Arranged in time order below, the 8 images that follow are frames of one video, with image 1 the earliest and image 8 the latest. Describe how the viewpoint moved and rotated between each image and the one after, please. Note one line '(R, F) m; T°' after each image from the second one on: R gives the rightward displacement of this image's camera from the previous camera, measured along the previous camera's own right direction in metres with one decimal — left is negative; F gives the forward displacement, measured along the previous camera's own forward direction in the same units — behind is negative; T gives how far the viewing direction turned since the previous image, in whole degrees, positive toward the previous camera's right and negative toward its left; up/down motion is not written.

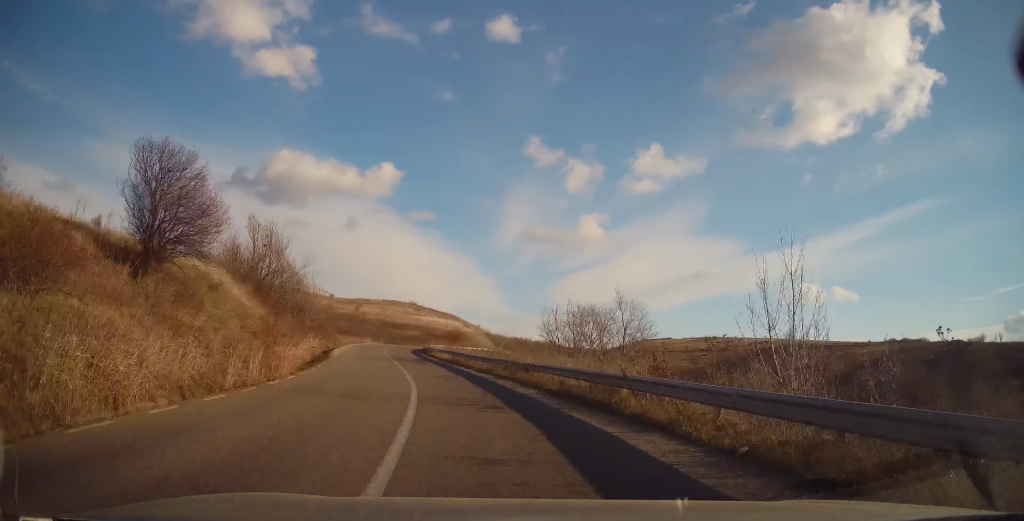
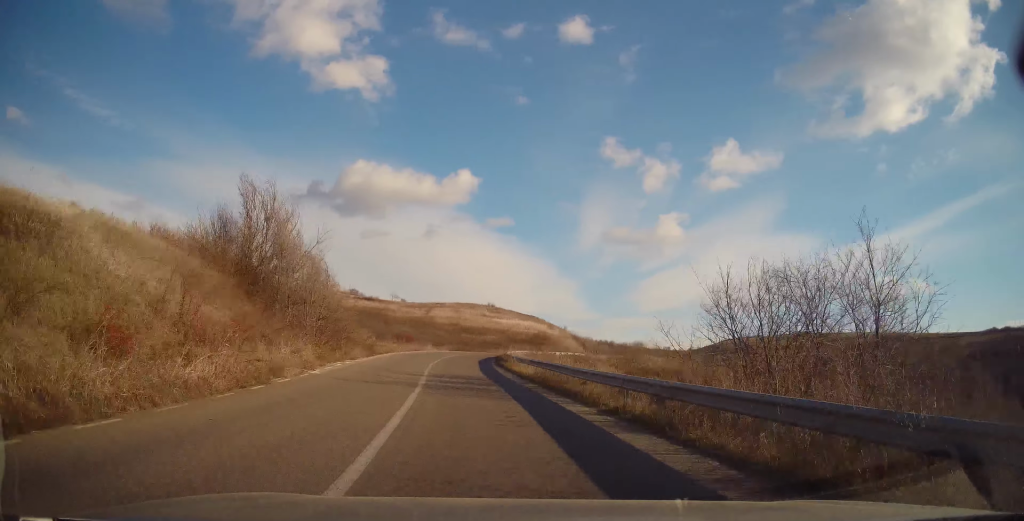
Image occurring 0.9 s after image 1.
(-1.2, +15.9) m; -6°
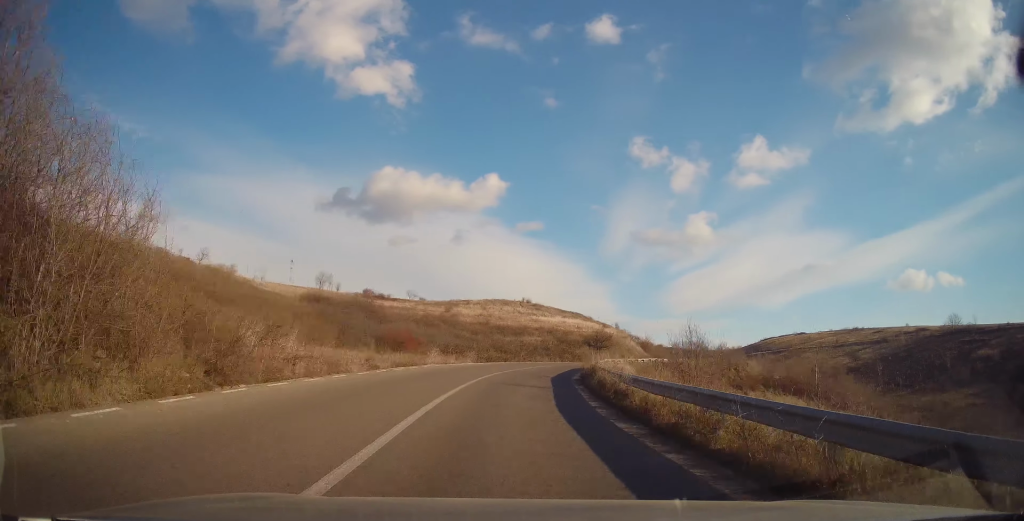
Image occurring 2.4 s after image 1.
(-1.5, +27.8) m; -3°
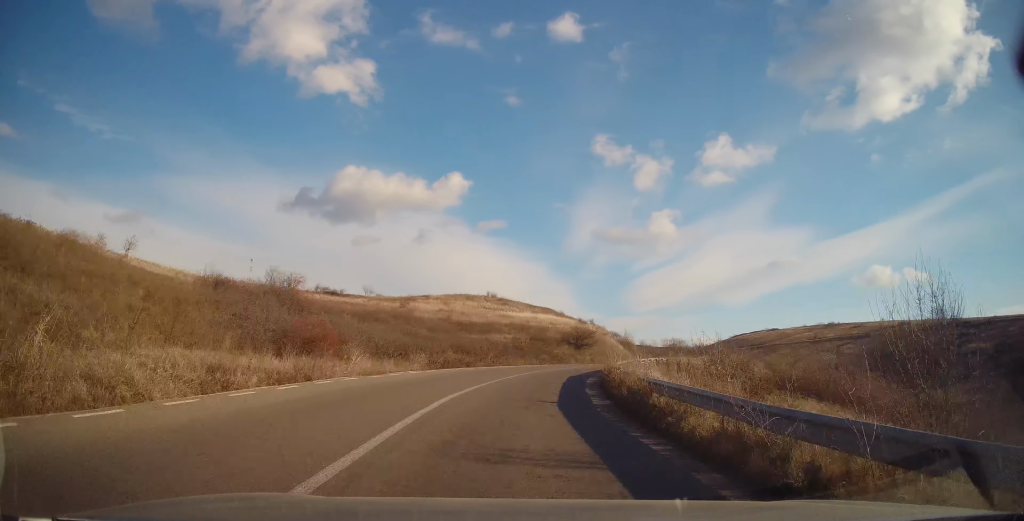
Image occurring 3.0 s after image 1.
(-0.1, +11.7) m; +3°
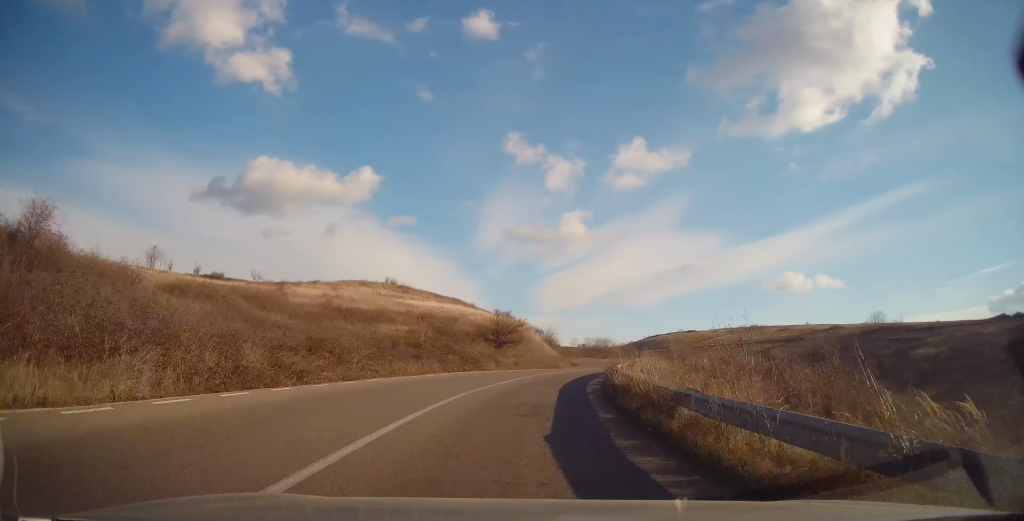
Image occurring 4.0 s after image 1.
(+1.2, +16.9) m; +10°
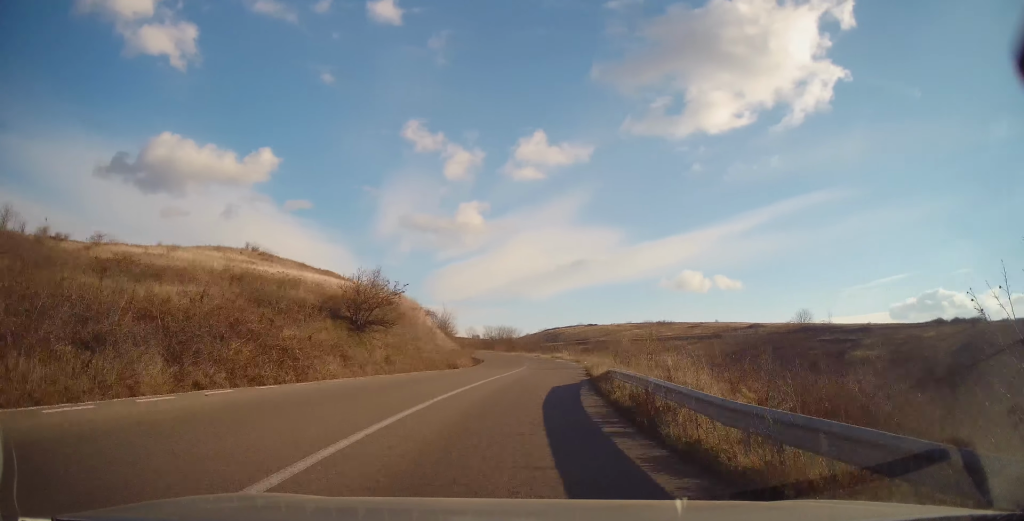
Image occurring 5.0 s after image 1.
(+2.2, +18.9) m; +11°
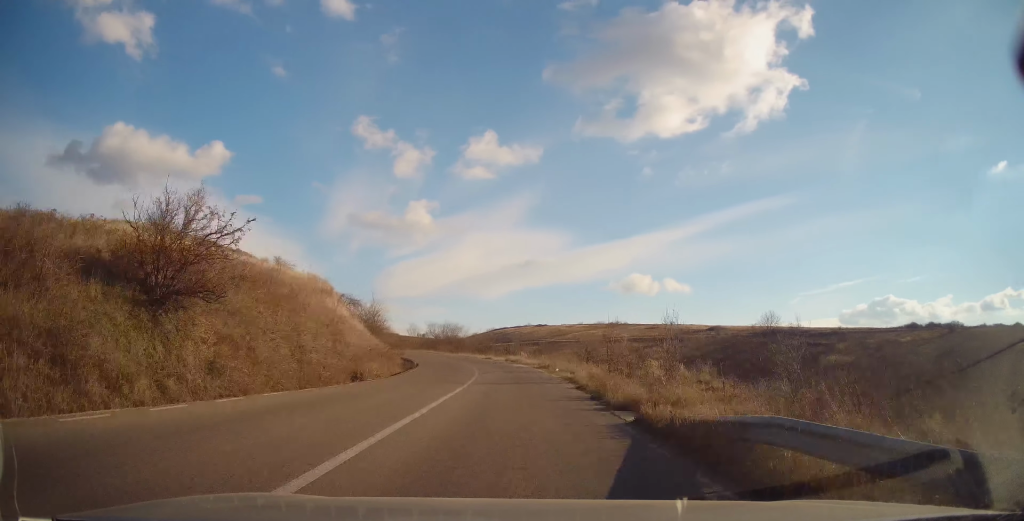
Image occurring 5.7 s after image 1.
(+0.7, +13.2) m; +4°
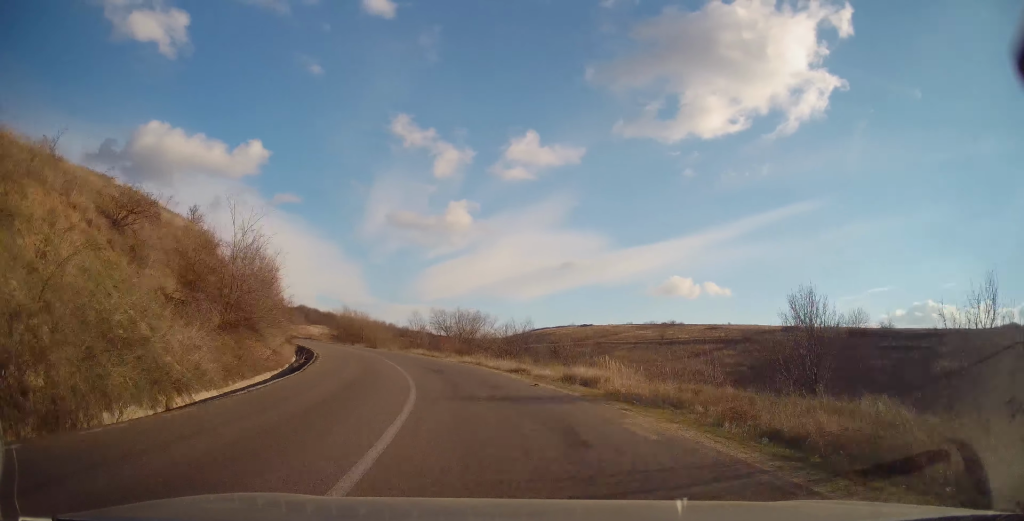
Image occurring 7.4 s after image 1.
(+0.4, +32.0) m; -4°
